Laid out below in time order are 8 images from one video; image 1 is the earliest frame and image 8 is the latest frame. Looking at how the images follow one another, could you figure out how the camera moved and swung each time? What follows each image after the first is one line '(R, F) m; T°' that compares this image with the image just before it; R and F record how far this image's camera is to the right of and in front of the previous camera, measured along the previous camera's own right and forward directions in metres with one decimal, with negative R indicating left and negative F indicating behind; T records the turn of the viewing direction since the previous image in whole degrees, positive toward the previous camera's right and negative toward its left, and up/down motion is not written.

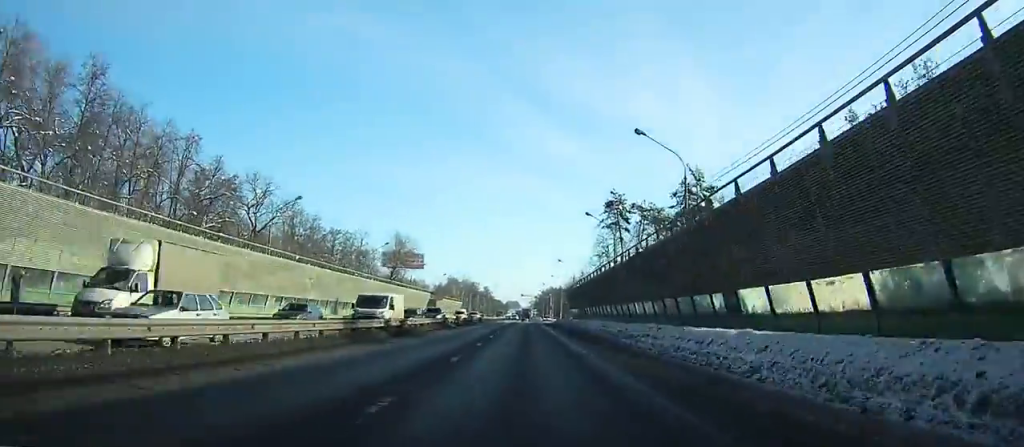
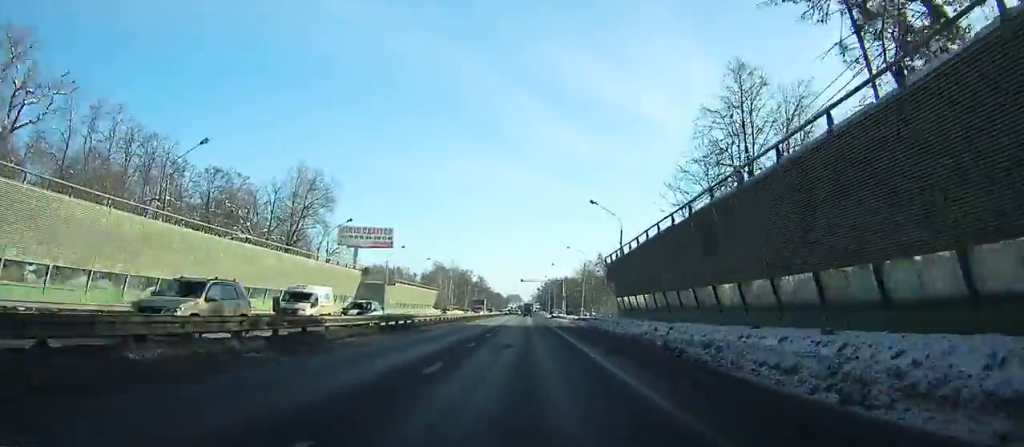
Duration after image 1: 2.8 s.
(+0.2, +51.2) m; 0°
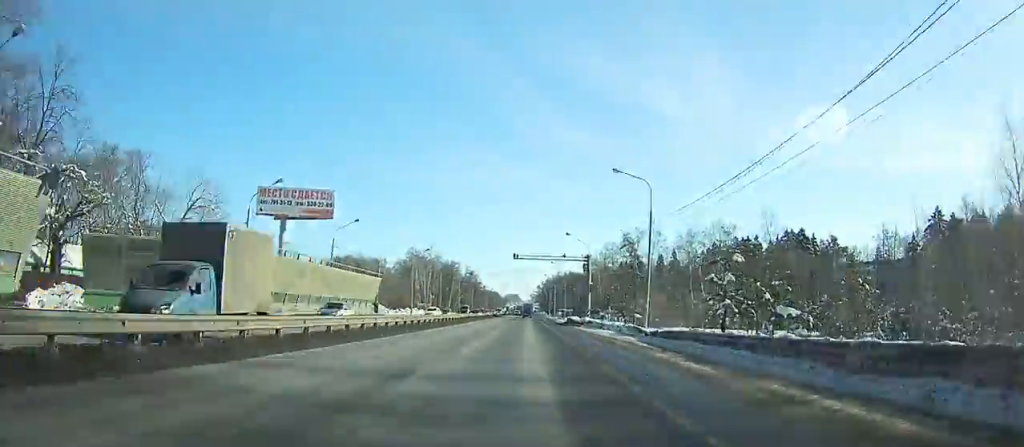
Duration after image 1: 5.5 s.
(+0.1, +49.3) m; 0°
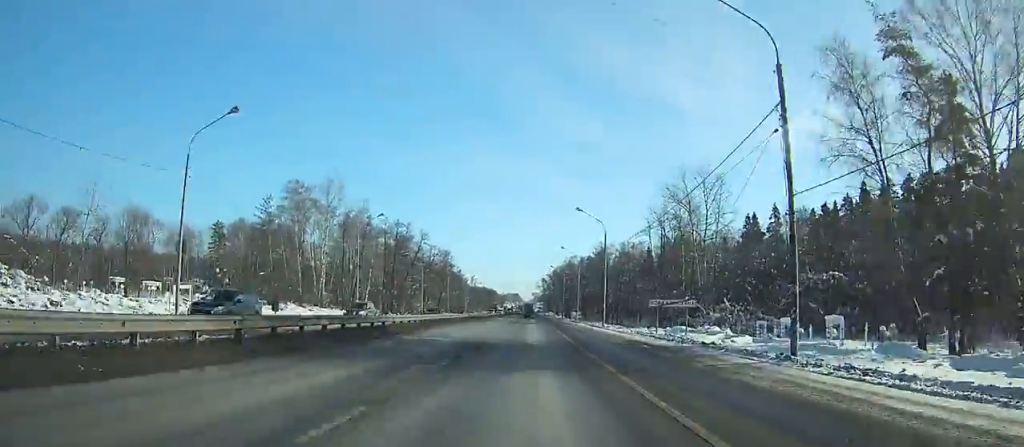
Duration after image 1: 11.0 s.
(-0.3, +99.5) m; 0°
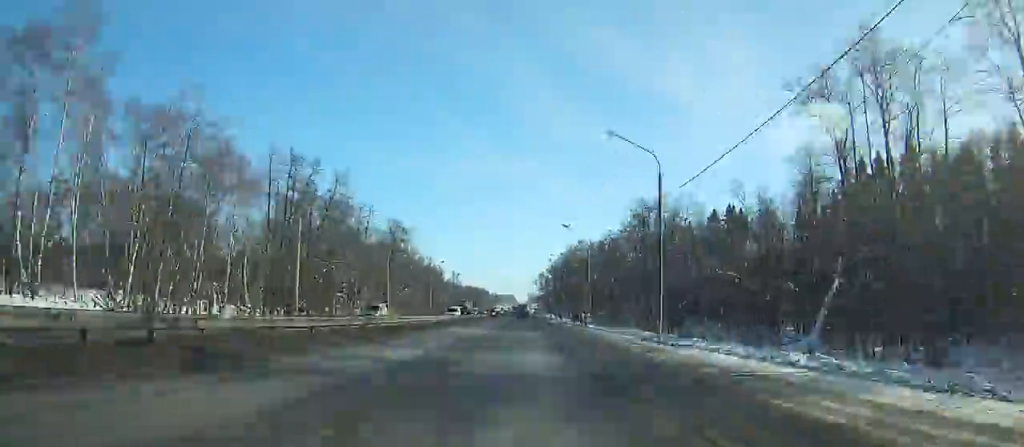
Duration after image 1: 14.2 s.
(+0.2, +57.6) m; 0°
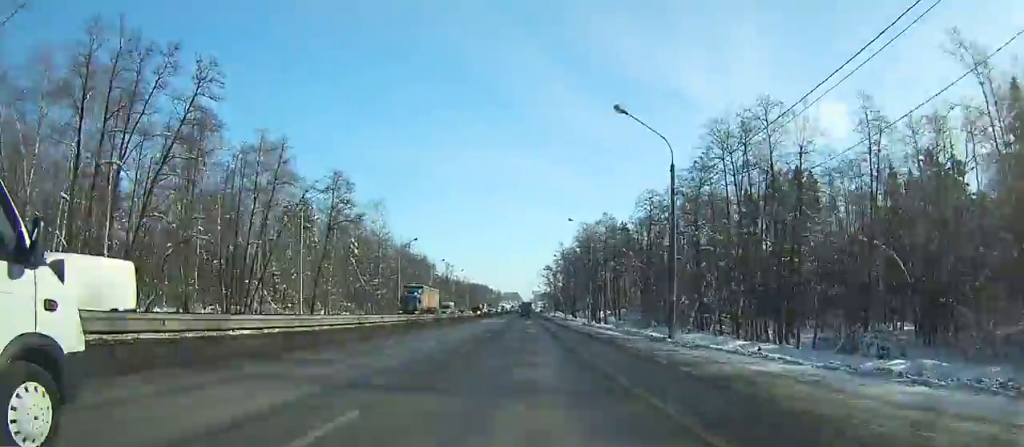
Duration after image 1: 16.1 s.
(+0.2, +34.3) m; 0°
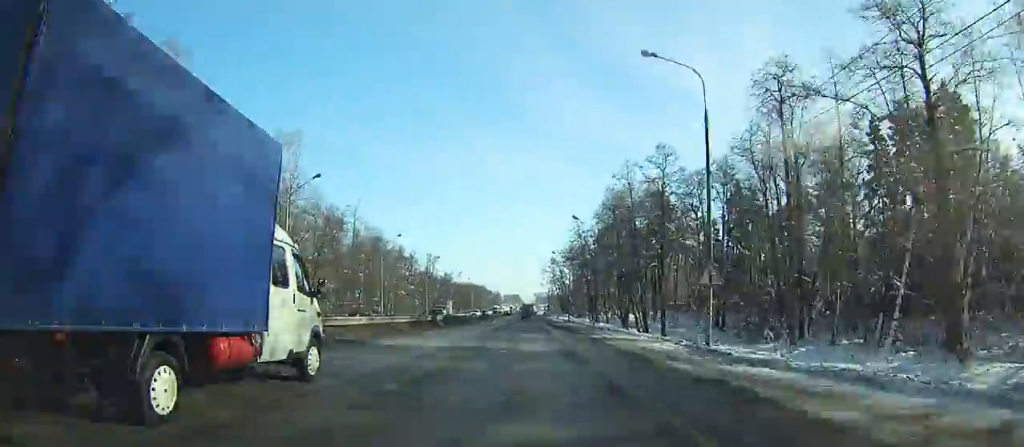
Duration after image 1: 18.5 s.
(-0.5, +43.4) m; -1°
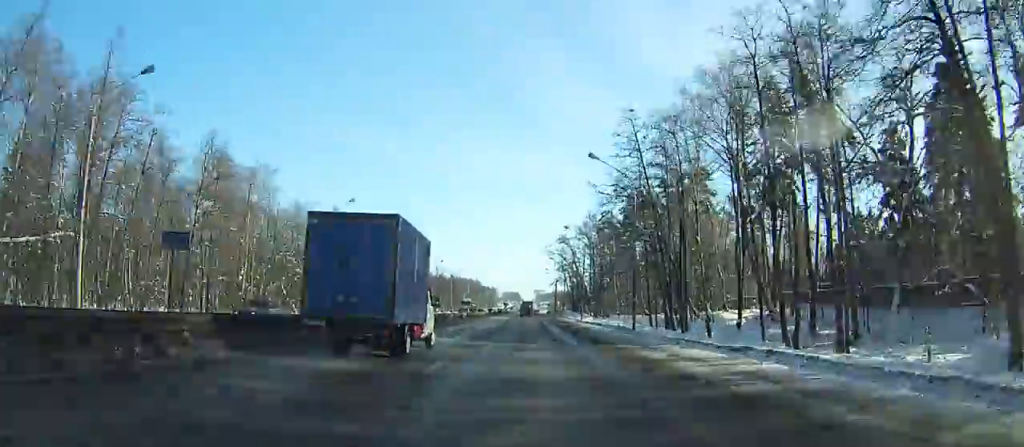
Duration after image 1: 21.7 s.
(0.0, +58.1) m; 0°
